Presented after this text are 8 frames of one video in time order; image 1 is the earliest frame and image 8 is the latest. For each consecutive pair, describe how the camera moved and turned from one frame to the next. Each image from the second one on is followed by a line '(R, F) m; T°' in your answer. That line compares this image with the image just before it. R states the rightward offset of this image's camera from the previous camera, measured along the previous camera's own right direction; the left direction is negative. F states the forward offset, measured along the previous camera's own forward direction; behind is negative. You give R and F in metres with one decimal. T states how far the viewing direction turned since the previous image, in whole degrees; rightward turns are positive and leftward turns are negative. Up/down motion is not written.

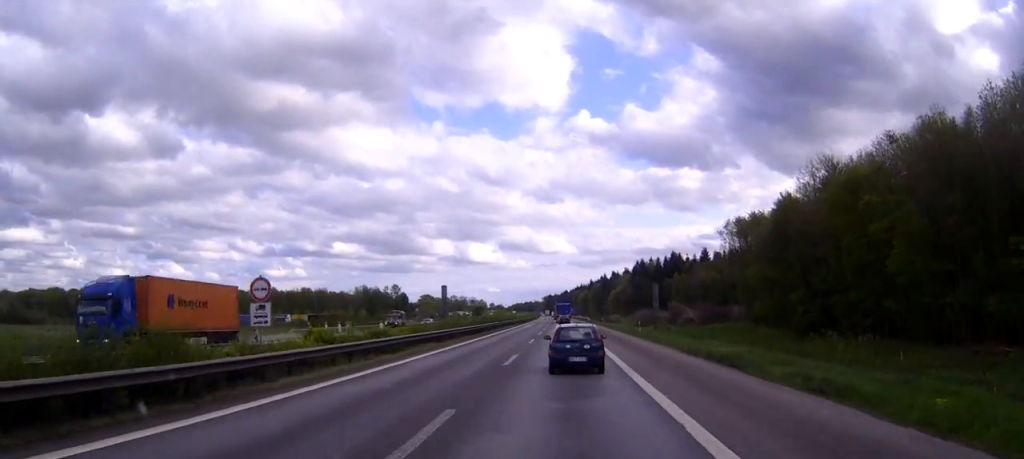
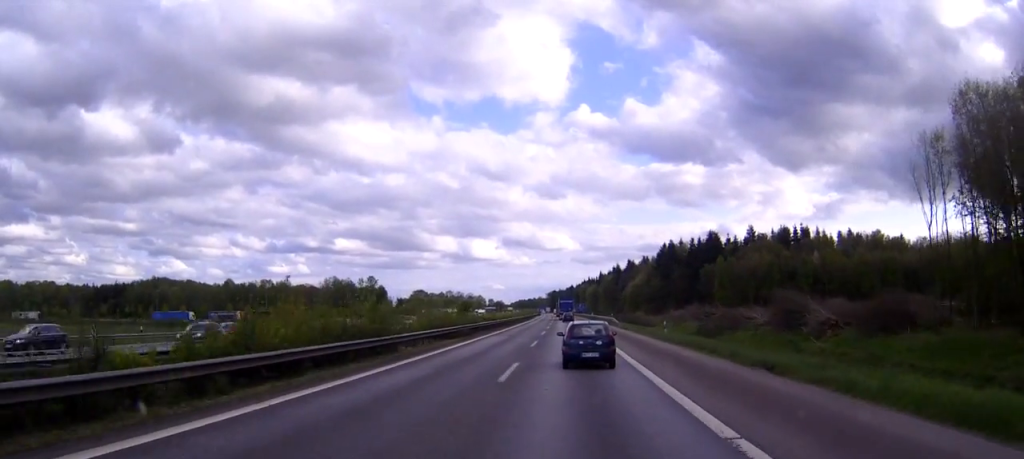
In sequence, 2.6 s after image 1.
(-0.3, +60.6) m; 0°
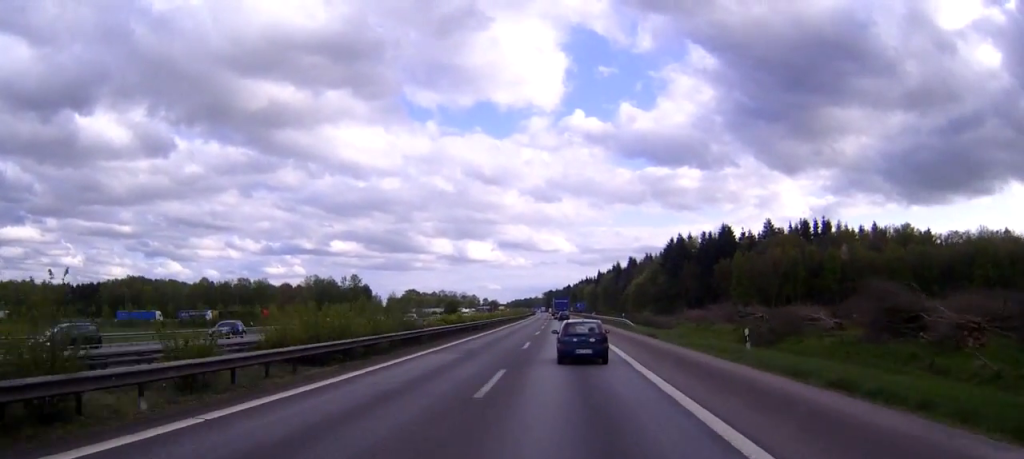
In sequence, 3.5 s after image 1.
(0.0, +21.9) m; 0°
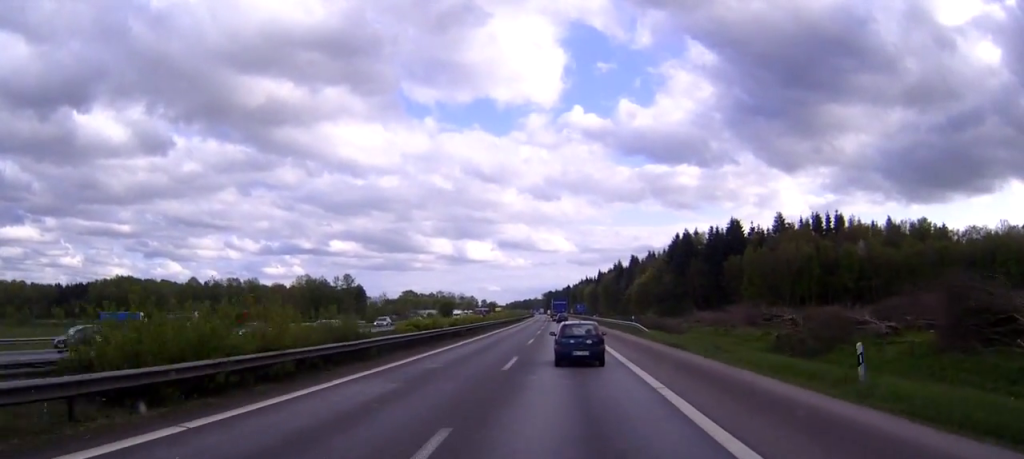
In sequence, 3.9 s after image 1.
(0.0, +10.1) m; 0°
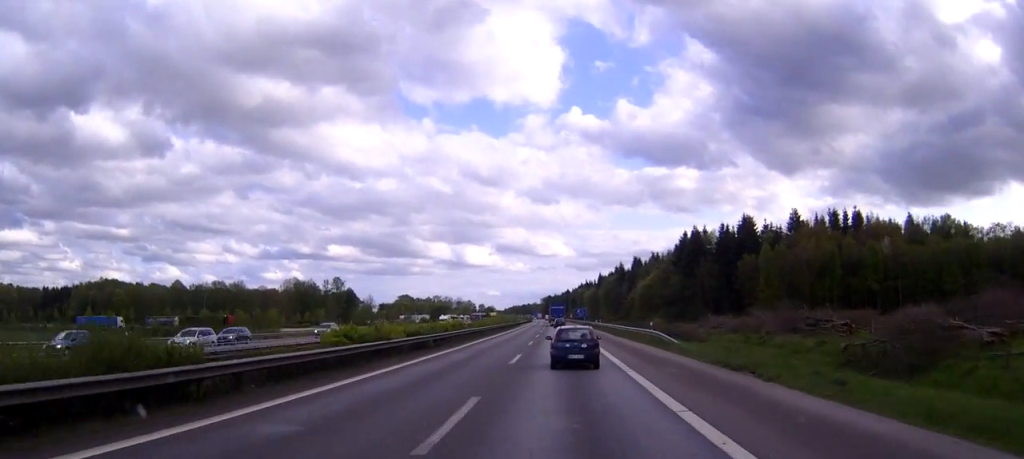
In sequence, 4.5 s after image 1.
(0.0, +13.3) m; 0°
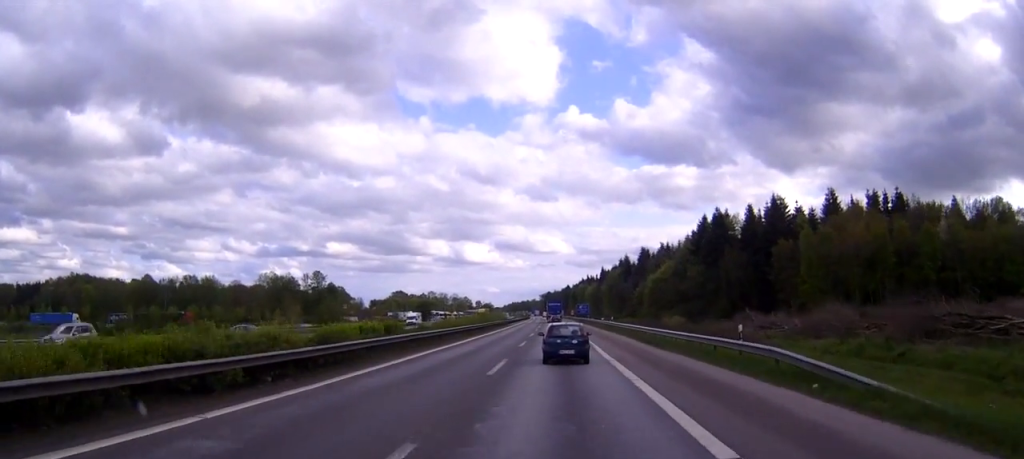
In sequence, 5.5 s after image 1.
(0.0, +24.1) m; 0°
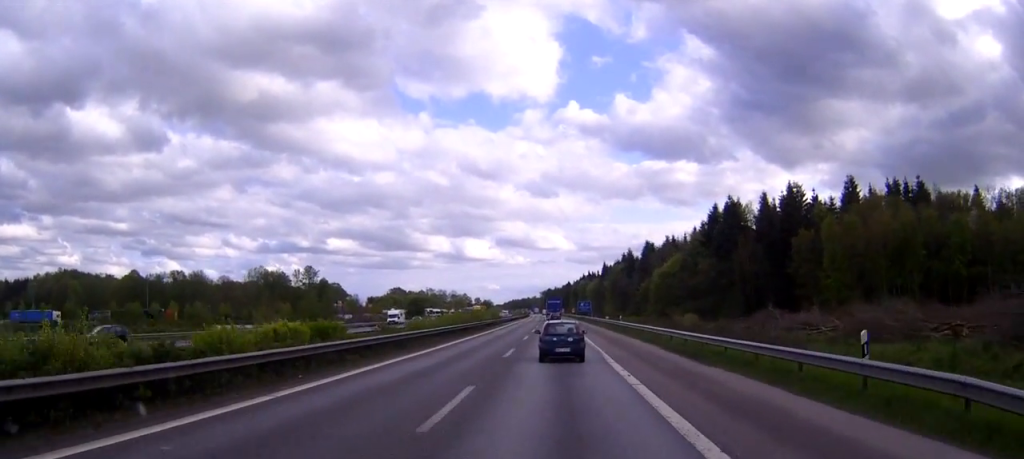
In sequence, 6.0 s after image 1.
(0.0, +10.1) m; 0°
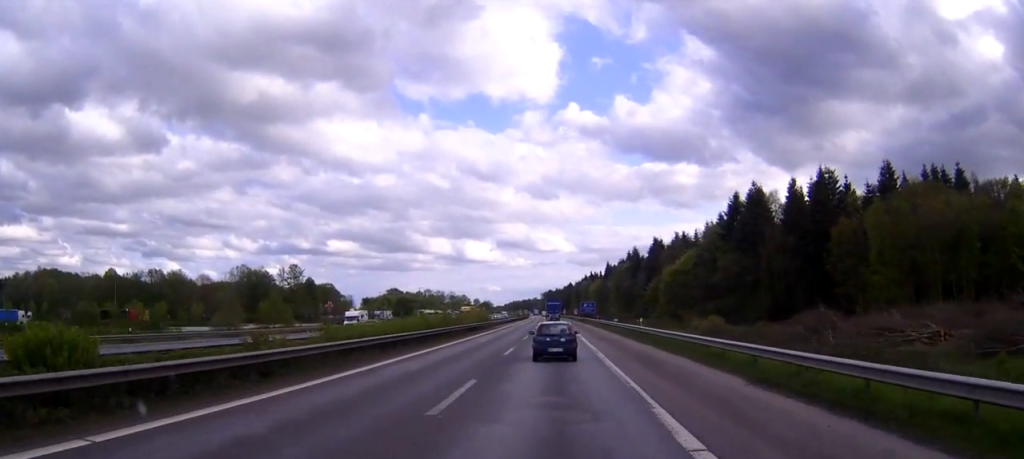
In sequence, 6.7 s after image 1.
(0.0, +16.3) m; 0°
